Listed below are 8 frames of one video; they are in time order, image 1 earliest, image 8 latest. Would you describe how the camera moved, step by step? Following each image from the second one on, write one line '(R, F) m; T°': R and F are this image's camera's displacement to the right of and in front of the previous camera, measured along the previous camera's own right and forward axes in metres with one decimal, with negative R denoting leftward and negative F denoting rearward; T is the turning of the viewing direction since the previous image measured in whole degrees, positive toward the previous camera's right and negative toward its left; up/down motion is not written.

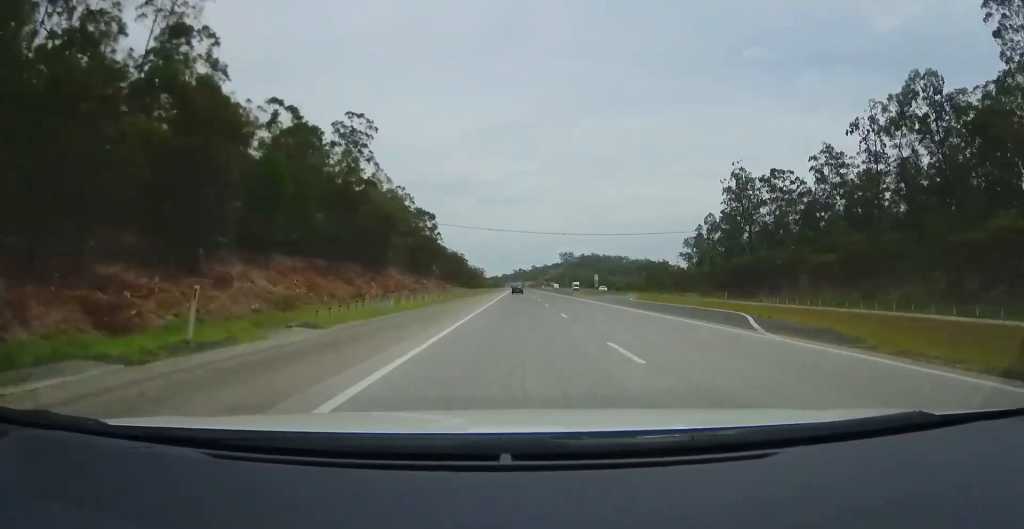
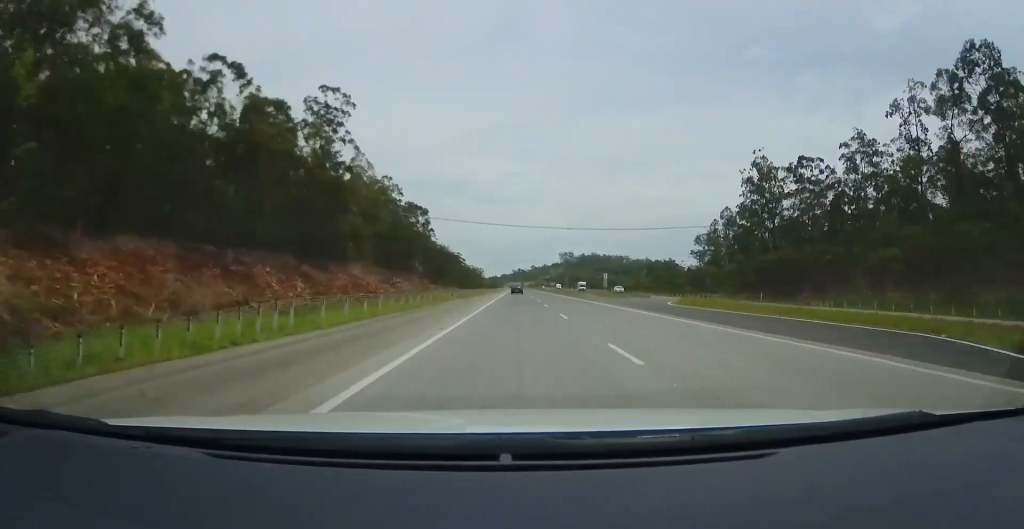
(-0.1, +11.8) m; 0°
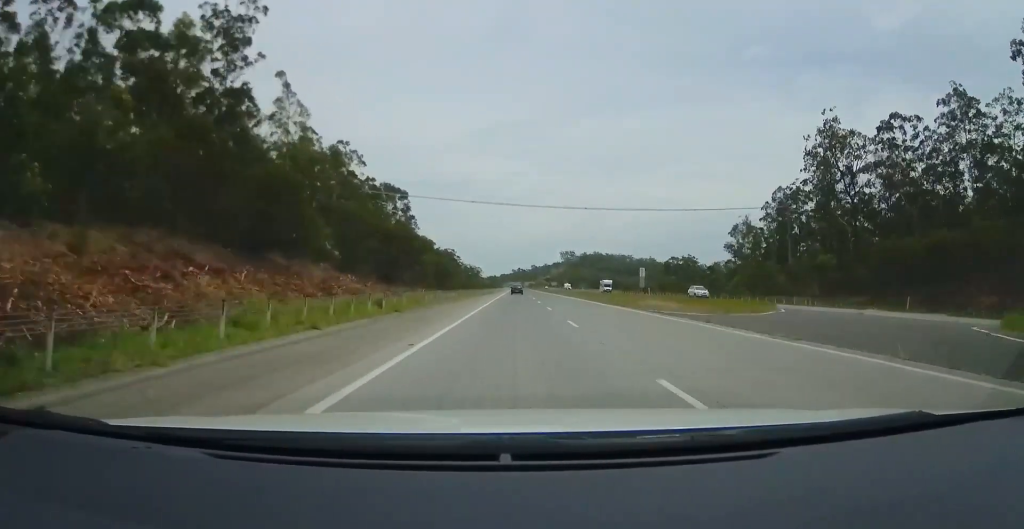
(-0.1, +27.2) m; 0°
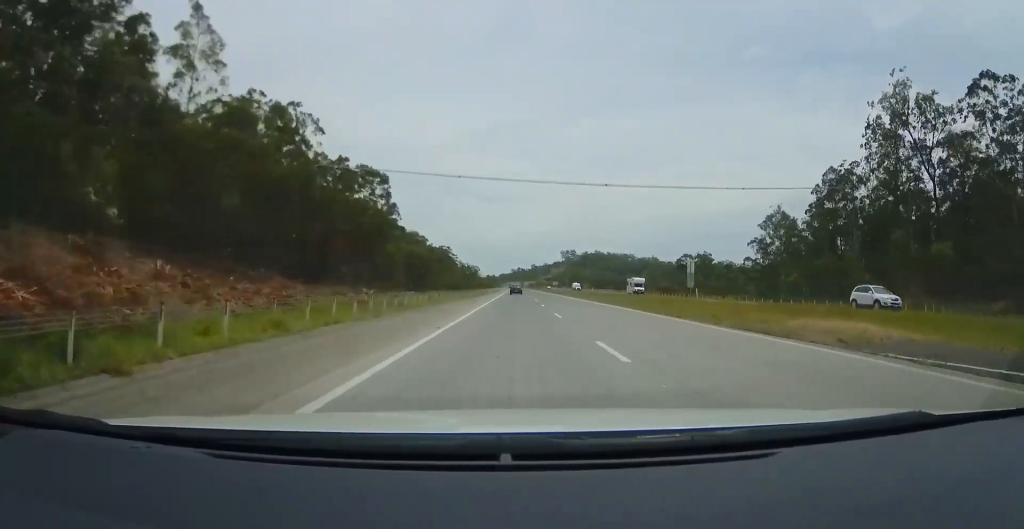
(0.0, +19.0) m; 0°
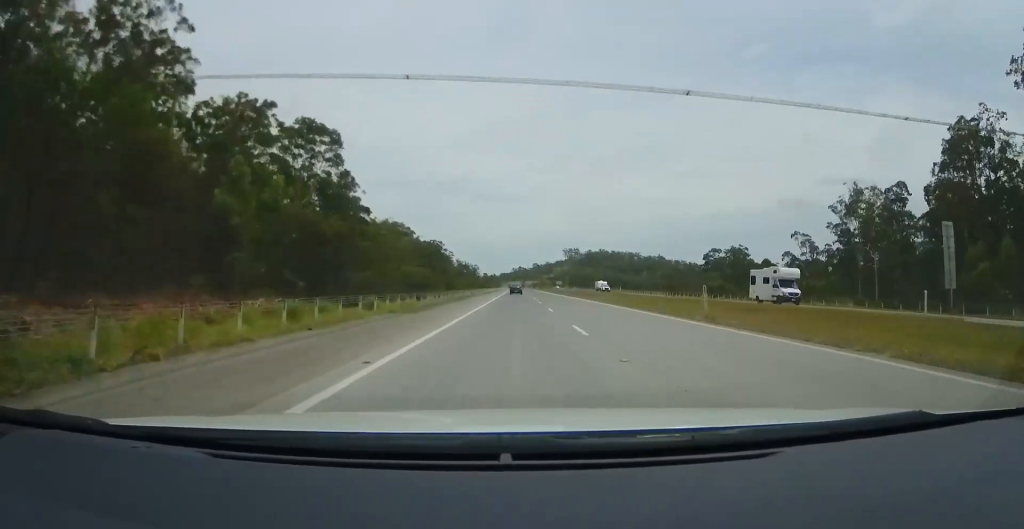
(+0.2, +30.8) m; 0°
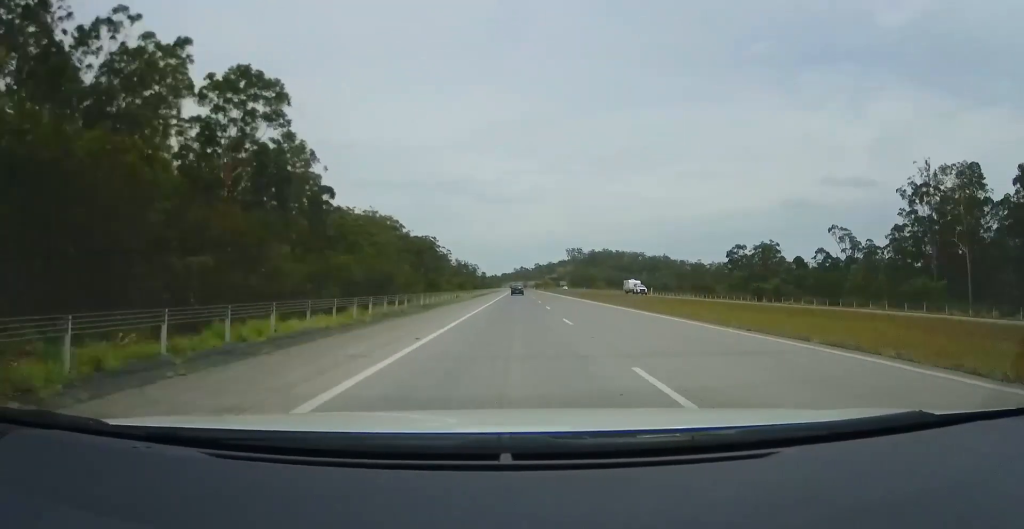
(-0.2, +18.9) m; 0°
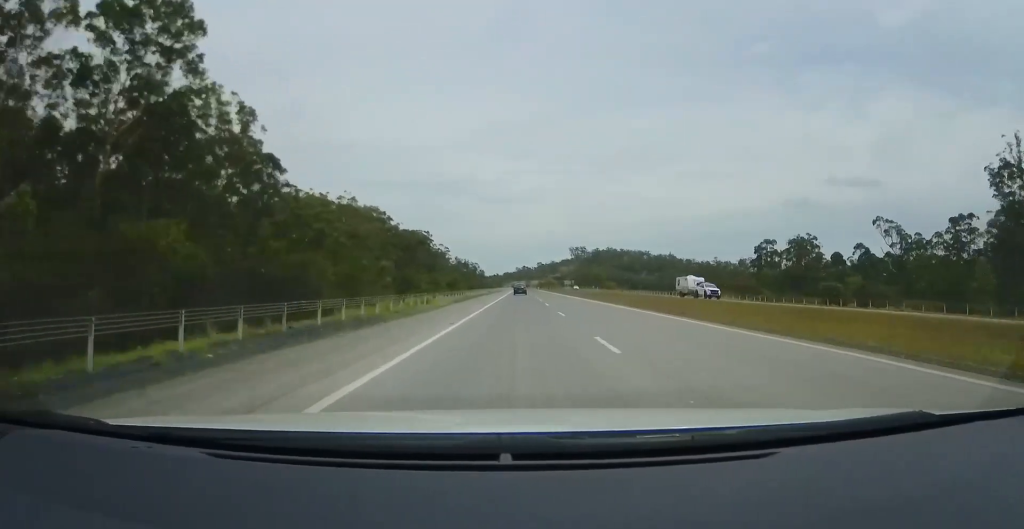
(0.0, +18.9) m; 0°
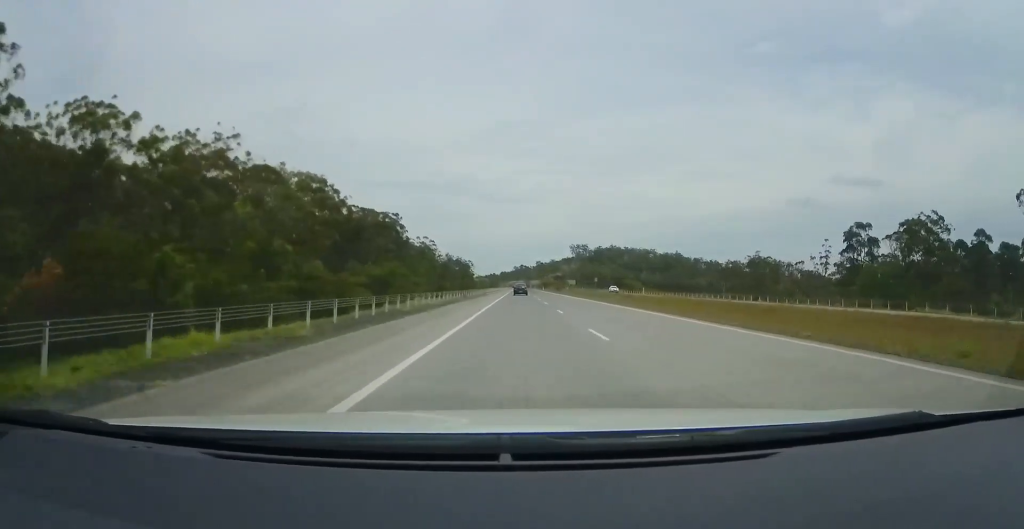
(-0.3, +44.7) m; 0°
